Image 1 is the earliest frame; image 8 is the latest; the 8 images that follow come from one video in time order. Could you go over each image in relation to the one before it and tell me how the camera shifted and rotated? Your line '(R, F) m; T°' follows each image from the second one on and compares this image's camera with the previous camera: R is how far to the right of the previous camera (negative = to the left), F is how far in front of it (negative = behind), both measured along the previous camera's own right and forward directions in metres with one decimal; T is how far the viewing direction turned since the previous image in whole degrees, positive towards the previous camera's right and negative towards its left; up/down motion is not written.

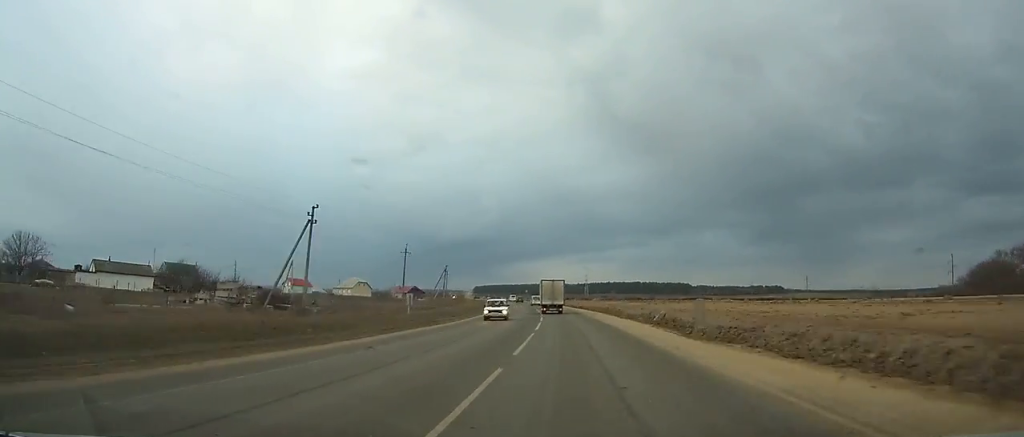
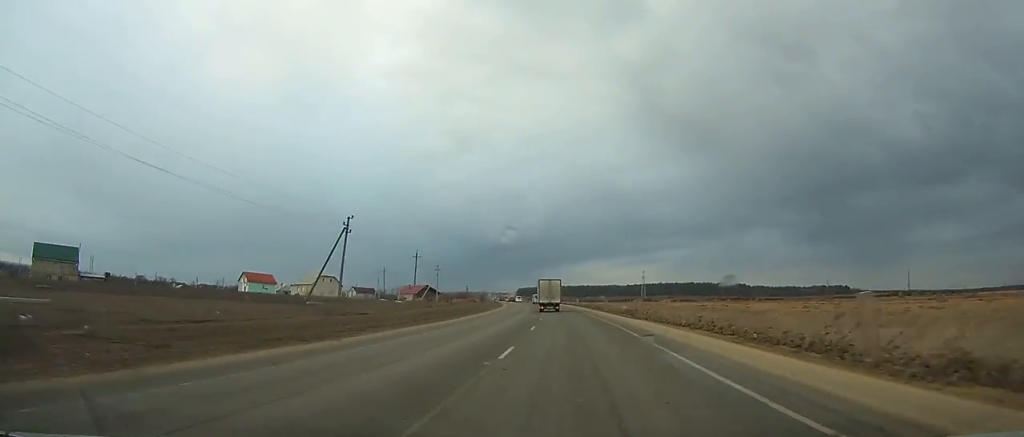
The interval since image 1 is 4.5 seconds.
(-3.4, +78.2) m; -4°
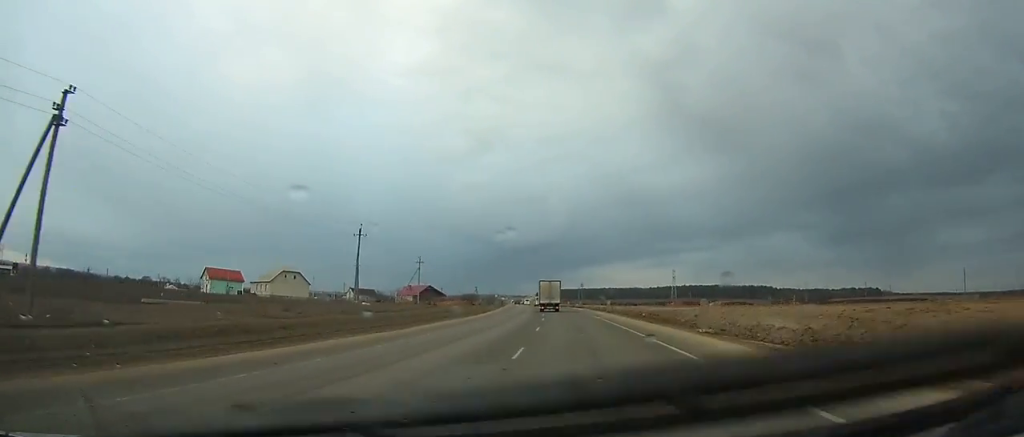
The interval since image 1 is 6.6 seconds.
(-0.4, +36.6) m; -2°
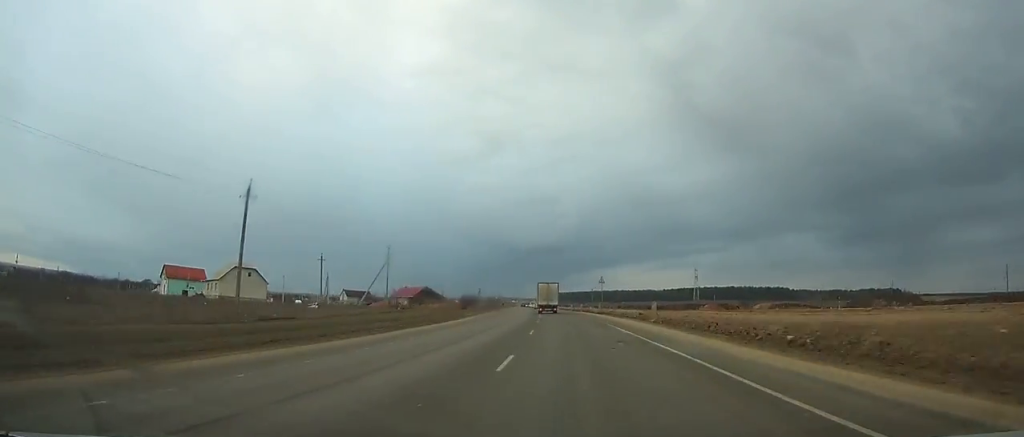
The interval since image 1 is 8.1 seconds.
(-0.4, +26.3) m; -1°
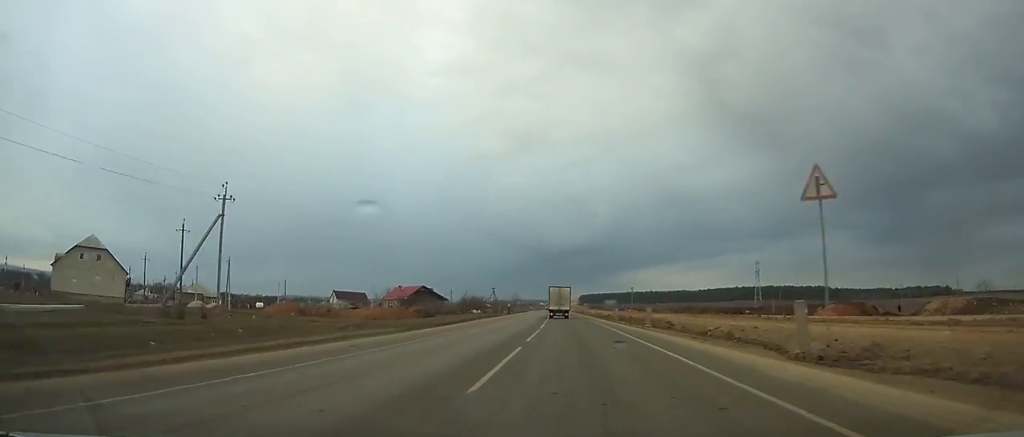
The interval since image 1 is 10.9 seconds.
(-1.0, +49.2) m; -2°
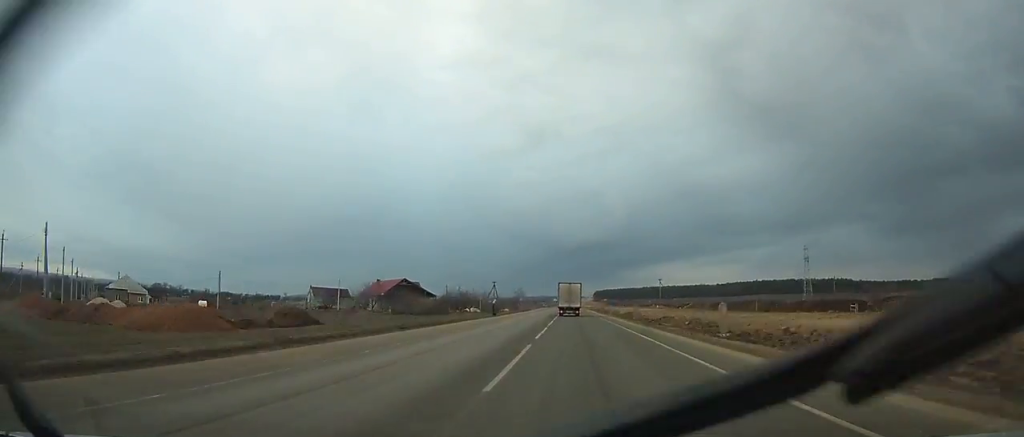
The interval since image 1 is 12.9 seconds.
(-0.6, +35.2) m; -1°
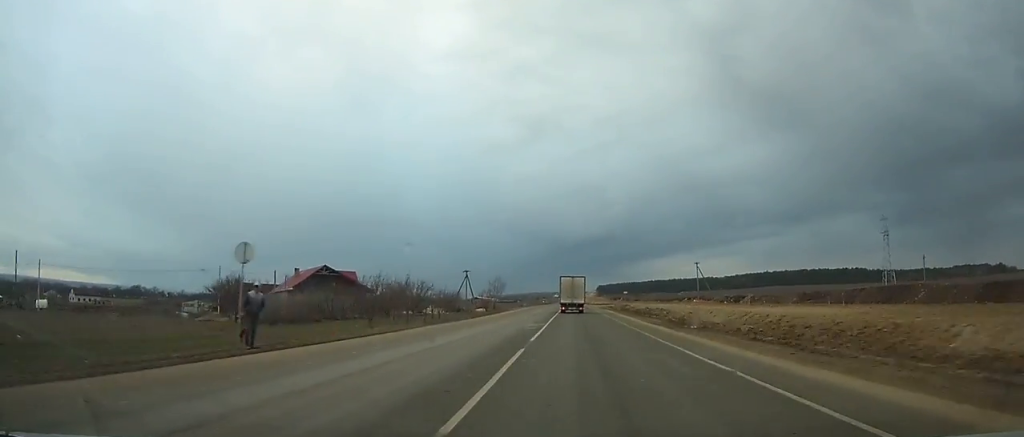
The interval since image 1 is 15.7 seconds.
(-0.2, +49.0) m; 0°
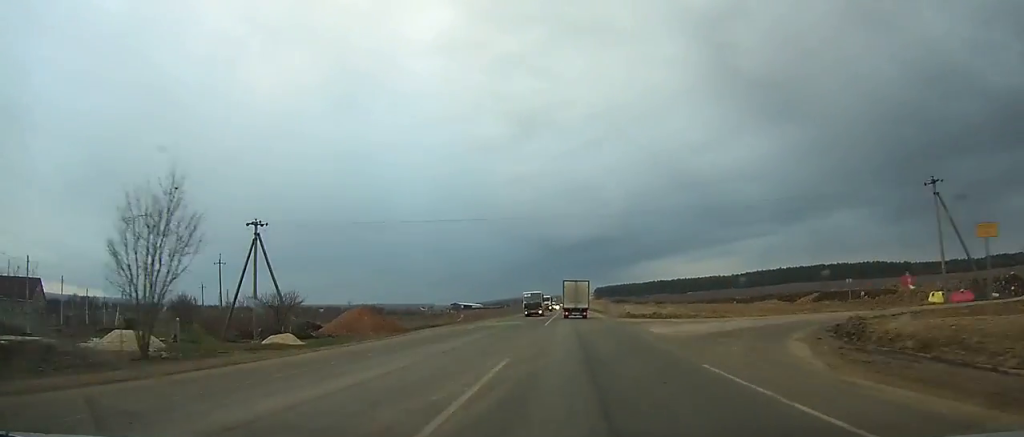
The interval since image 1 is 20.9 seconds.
(+0.1, +90.1) m; 0°
